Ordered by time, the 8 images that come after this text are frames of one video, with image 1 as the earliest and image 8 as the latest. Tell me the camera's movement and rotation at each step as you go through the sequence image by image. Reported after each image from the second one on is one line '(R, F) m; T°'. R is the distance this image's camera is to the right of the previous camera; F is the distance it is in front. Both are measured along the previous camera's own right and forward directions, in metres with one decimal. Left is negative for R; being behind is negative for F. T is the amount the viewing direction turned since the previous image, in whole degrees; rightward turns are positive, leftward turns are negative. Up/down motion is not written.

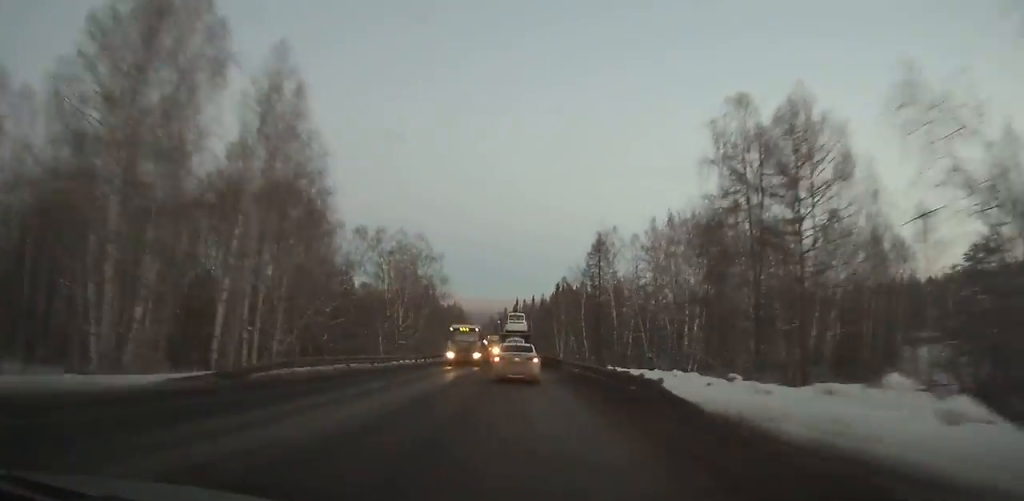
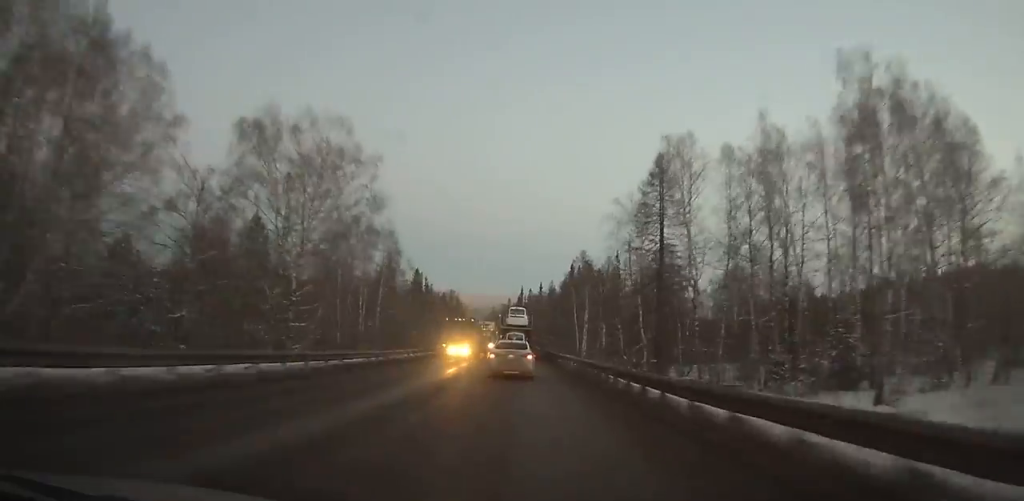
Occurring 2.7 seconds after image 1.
(-0.2, +40.3) m; 0°
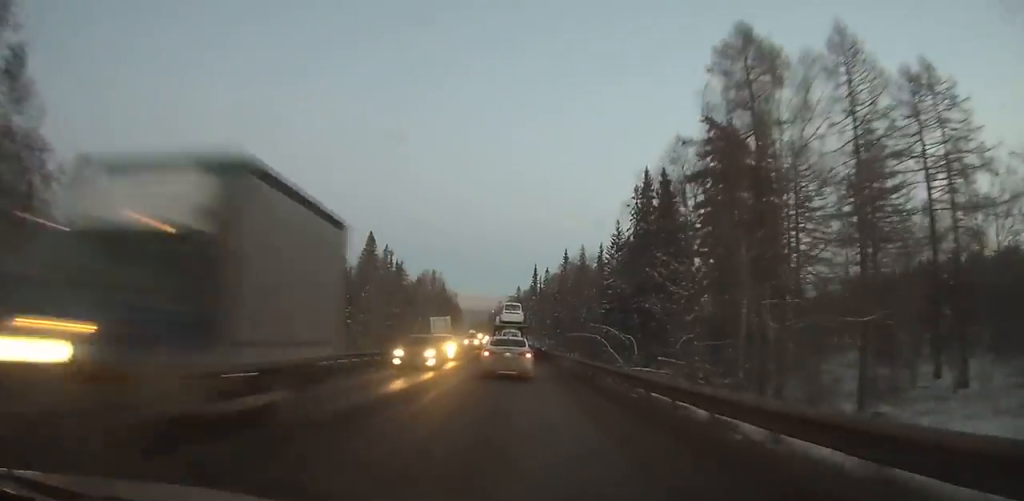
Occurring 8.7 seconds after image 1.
(-0.7, +91.3) m; -1°
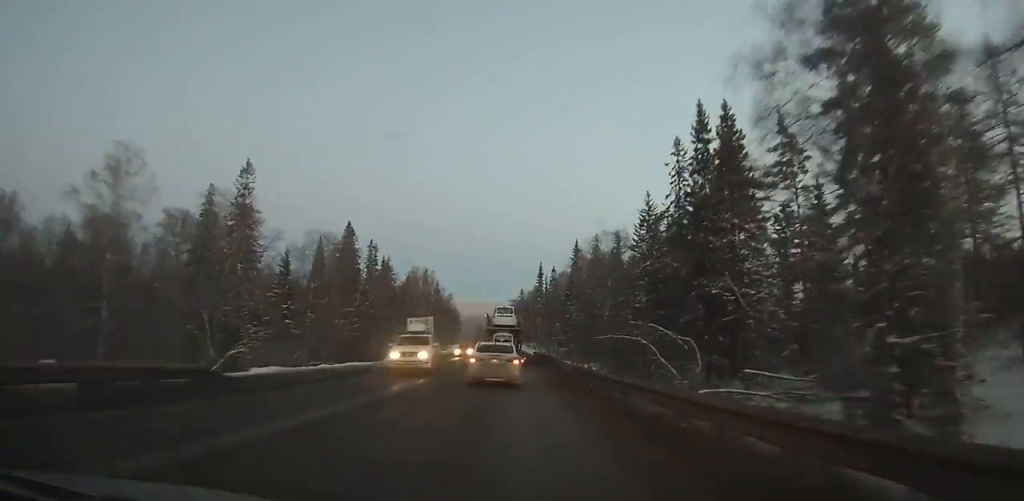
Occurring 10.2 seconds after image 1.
(-0.1, +22.8) m; -1°
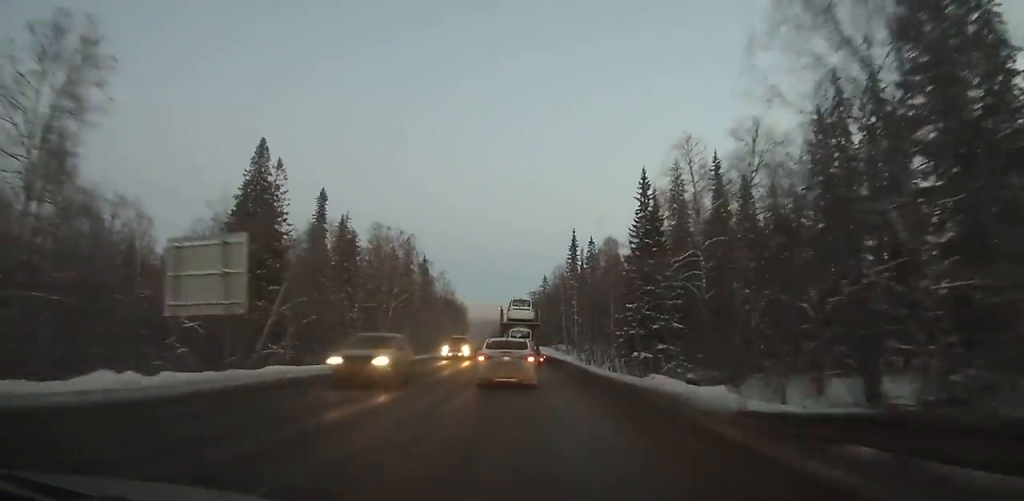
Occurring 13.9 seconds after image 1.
(-0.8, +55.3) m; -1°
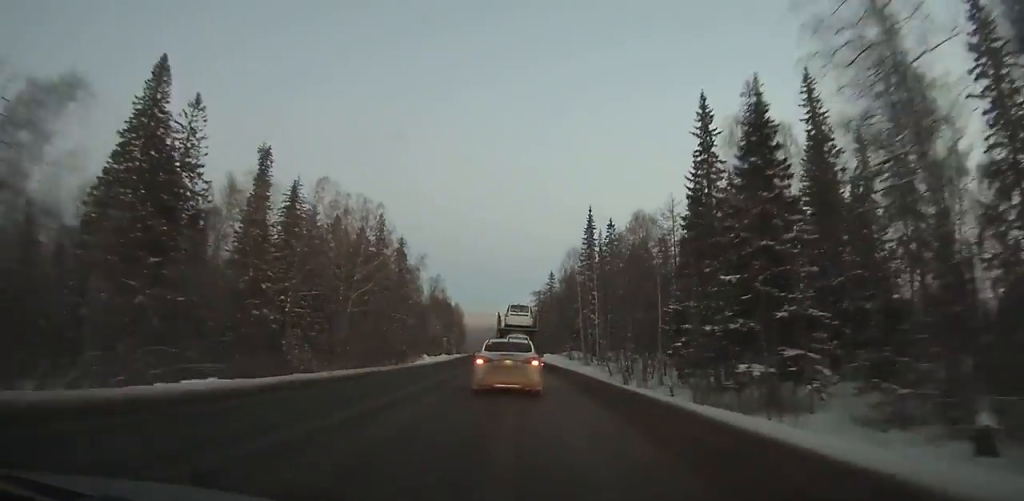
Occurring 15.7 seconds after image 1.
(0.0, +26.5) m; 0°
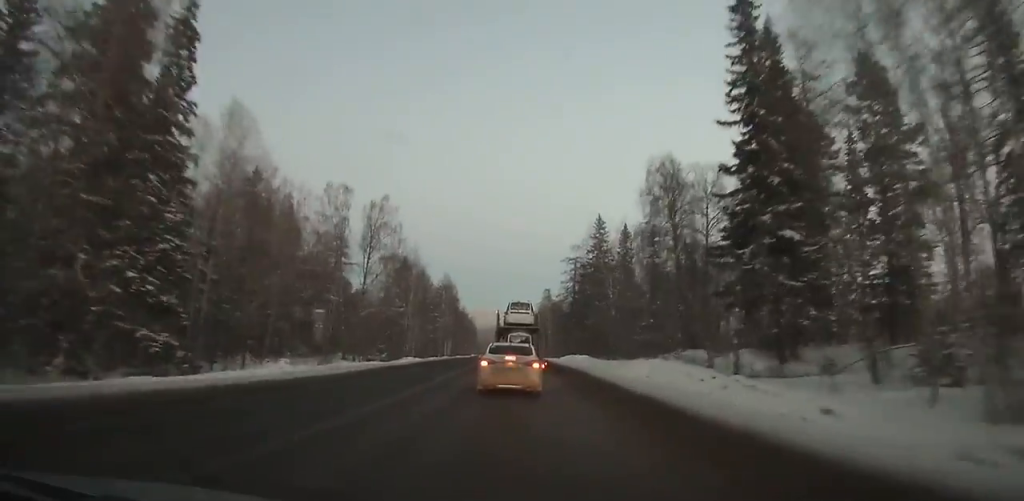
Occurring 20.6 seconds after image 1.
(-1.0, +69.4) m; -1°
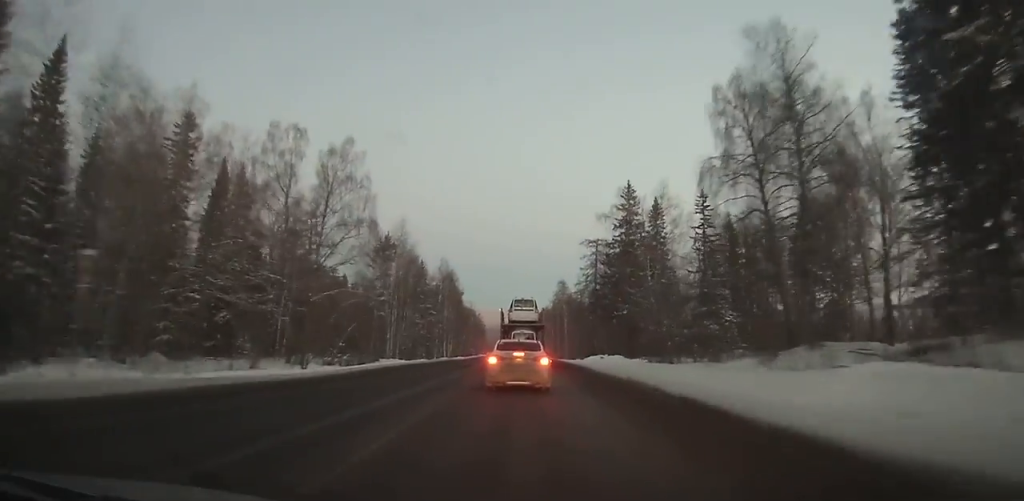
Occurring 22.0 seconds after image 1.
(-0.1, +19.4) m; 0°
